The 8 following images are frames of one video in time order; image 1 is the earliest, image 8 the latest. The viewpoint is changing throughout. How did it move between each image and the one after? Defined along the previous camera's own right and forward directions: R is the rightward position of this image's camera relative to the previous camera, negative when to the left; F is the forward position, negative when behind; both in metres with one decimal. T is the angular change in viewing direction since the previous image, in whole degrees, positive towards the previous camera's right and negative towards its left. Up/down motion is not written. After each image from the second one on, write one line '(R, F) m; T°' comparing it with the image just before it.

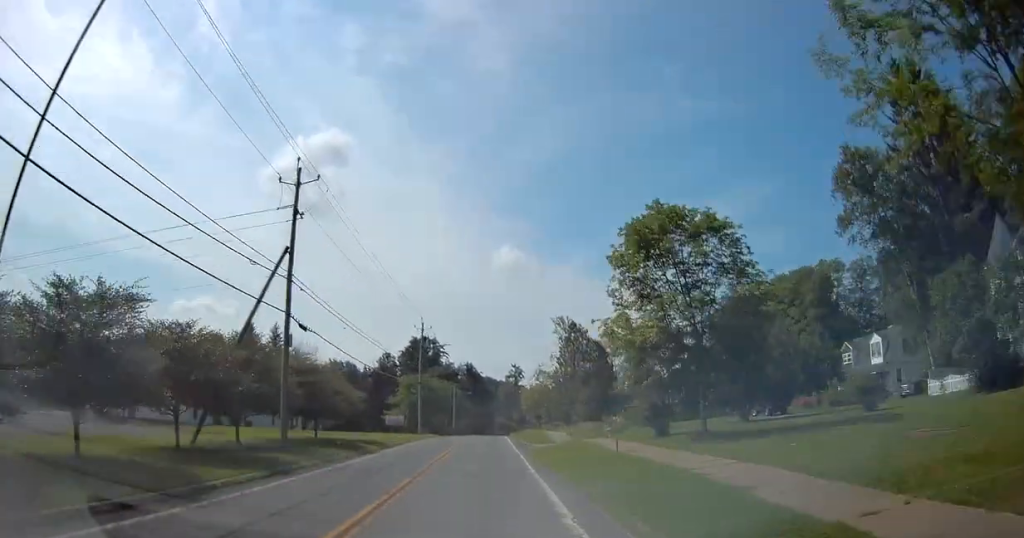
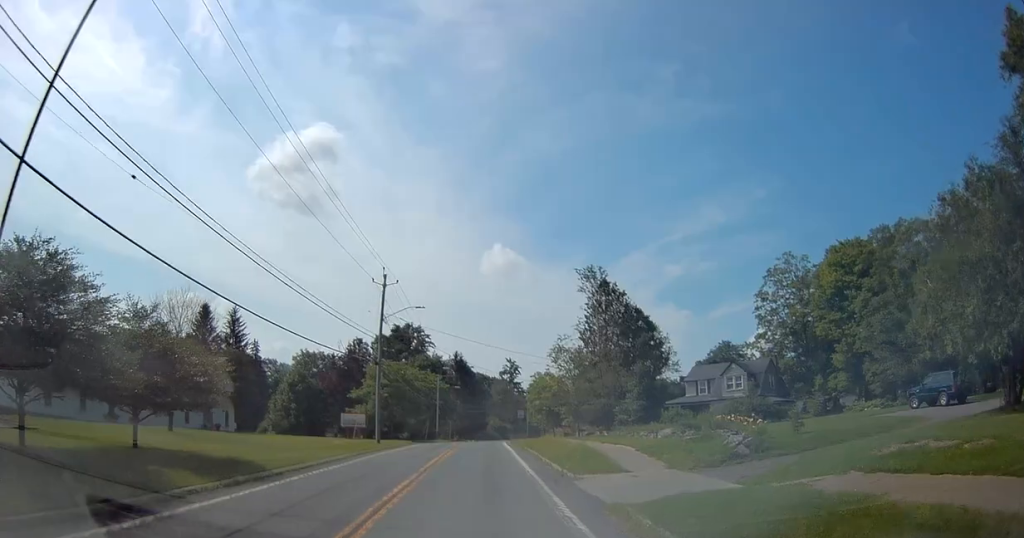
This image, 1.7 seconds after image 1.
(-0.2, +22.2) m; -1°
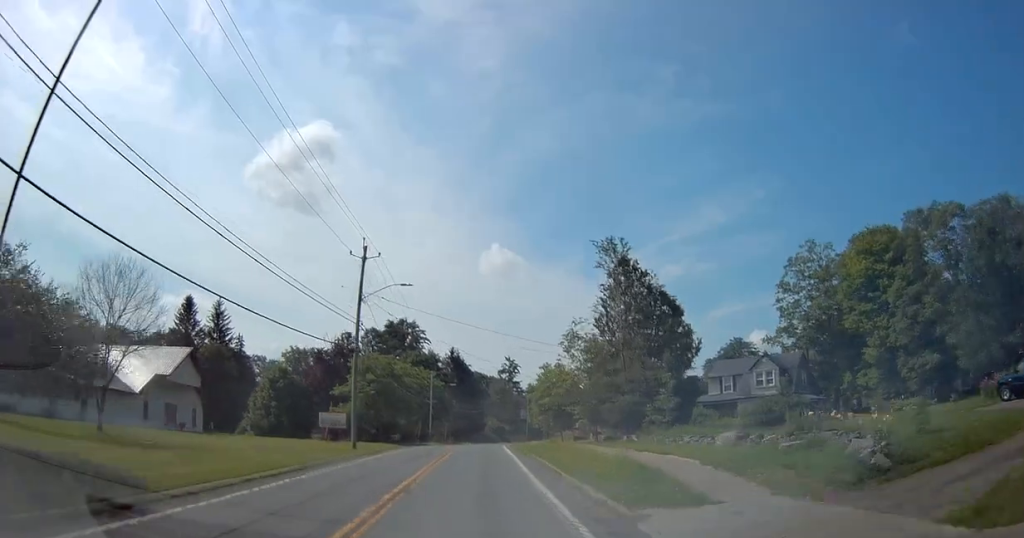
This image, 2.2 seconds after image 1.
(0.0, +7.3) m; 0°
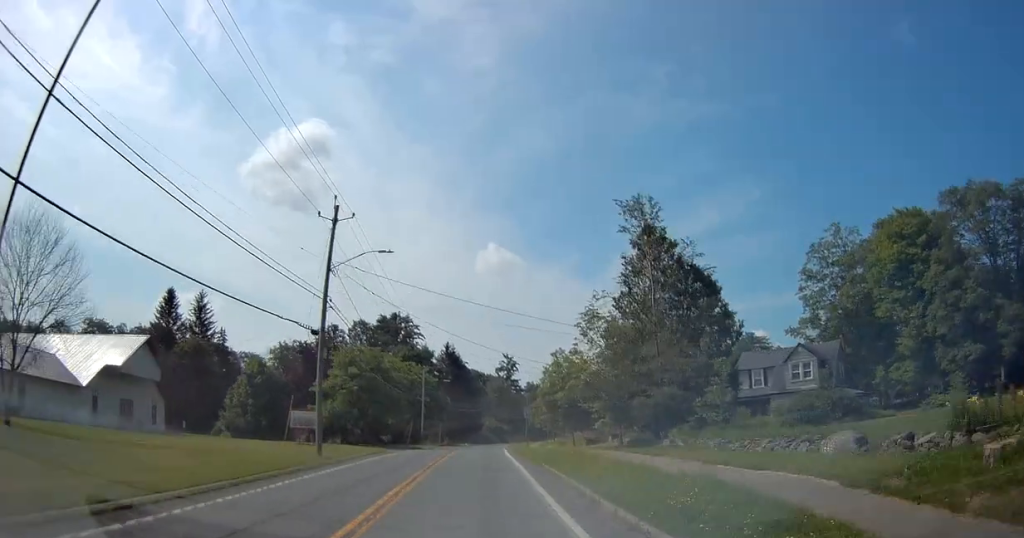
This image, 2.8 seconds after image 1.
(0.0, +7.1) m; 0°
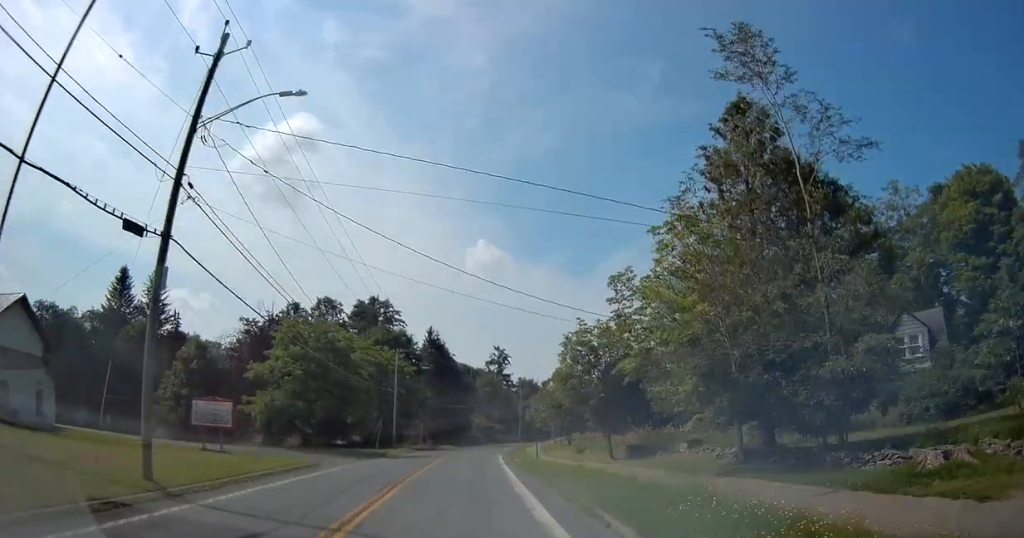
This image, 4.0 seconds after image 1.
(0.0, +14.6) m; +1°
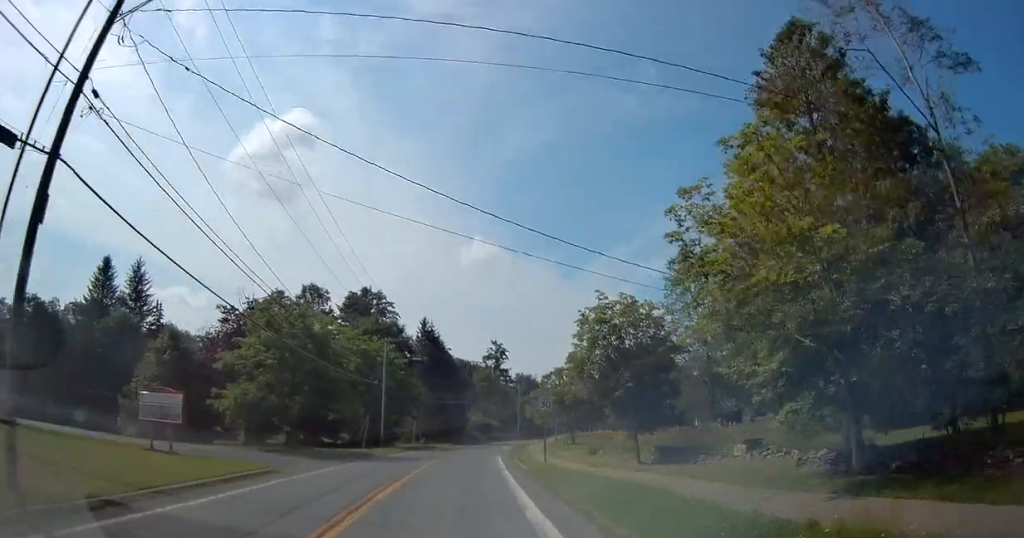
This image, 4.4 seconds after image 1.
(+0.1, +5.0) m; 0°
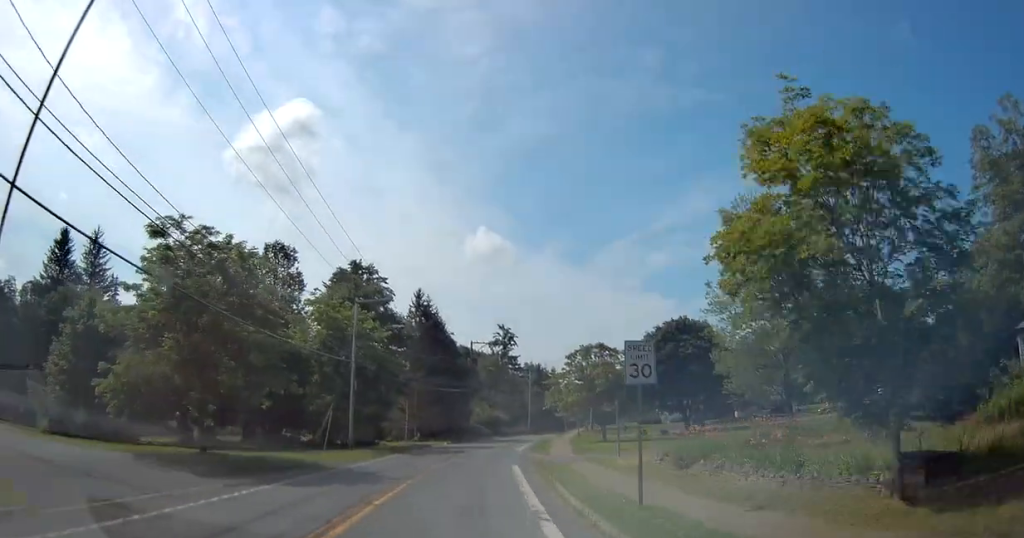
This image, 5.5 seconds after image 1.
(+0.1, +14.0) m; 0°
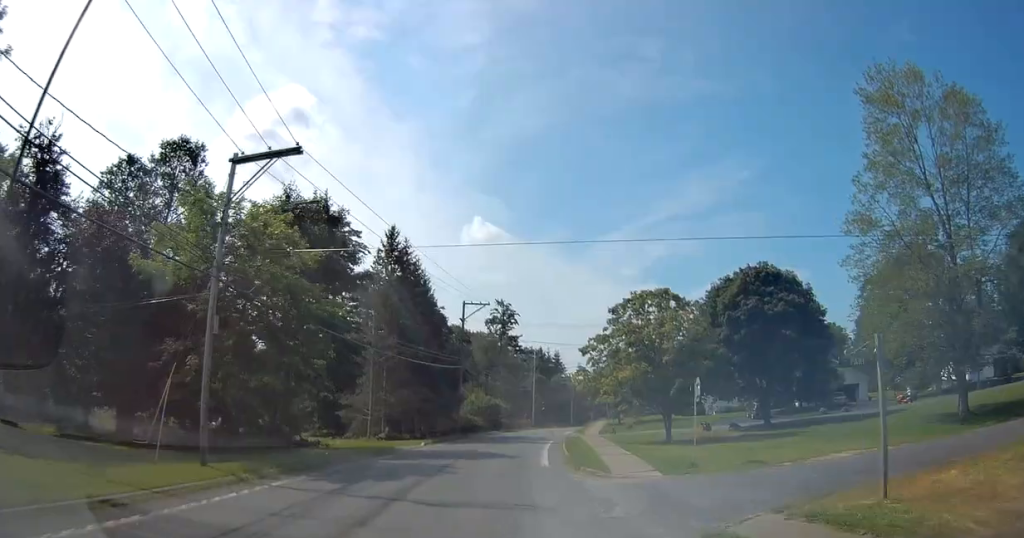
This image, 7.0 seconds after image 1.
(+0.1, +19.1) m; +1°
